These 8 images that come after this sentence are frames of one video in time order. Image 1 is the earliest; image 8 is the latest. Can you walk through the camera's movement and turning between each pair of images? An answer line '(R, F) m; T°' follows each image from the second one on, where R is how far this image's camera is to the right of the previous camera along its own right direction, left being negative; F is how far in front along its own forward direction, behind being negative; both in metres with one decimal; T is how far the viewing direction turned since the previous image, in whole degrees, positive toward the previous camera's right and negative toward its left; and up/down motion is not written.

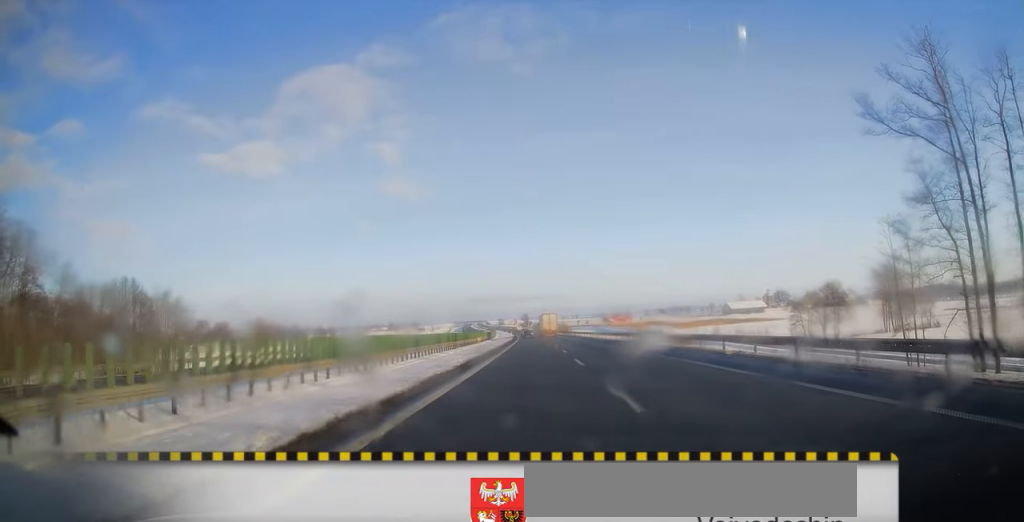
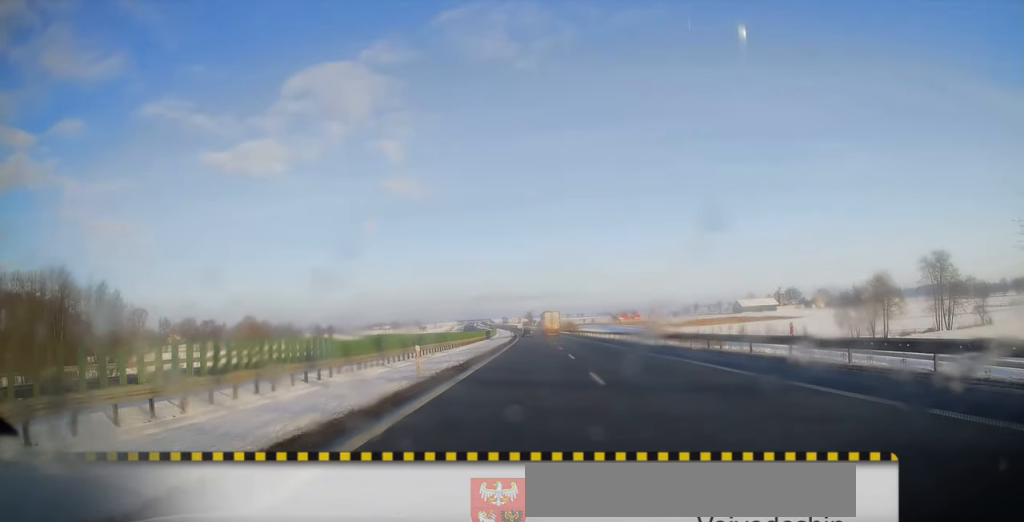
(-0.2, +19.5) m; 0°
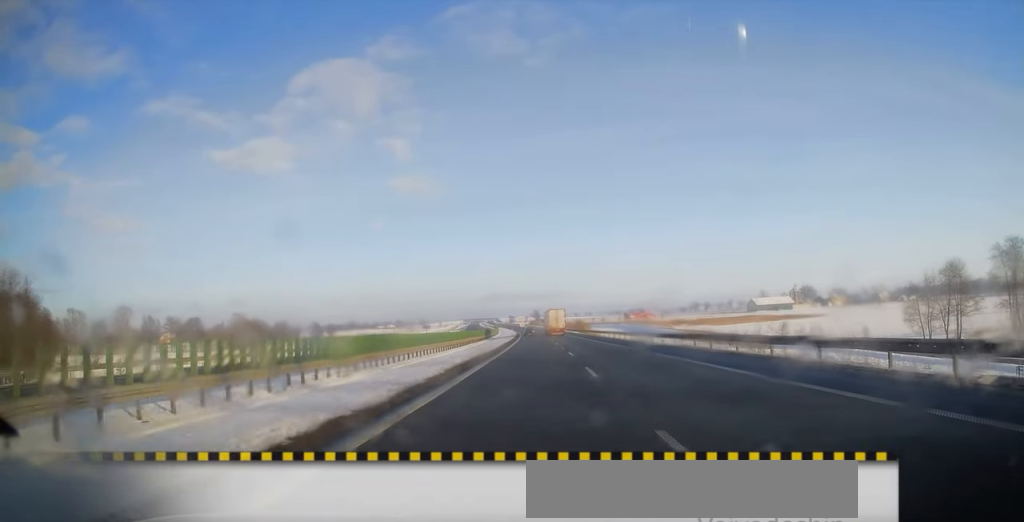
(-0.2, +21.9) m; -1°
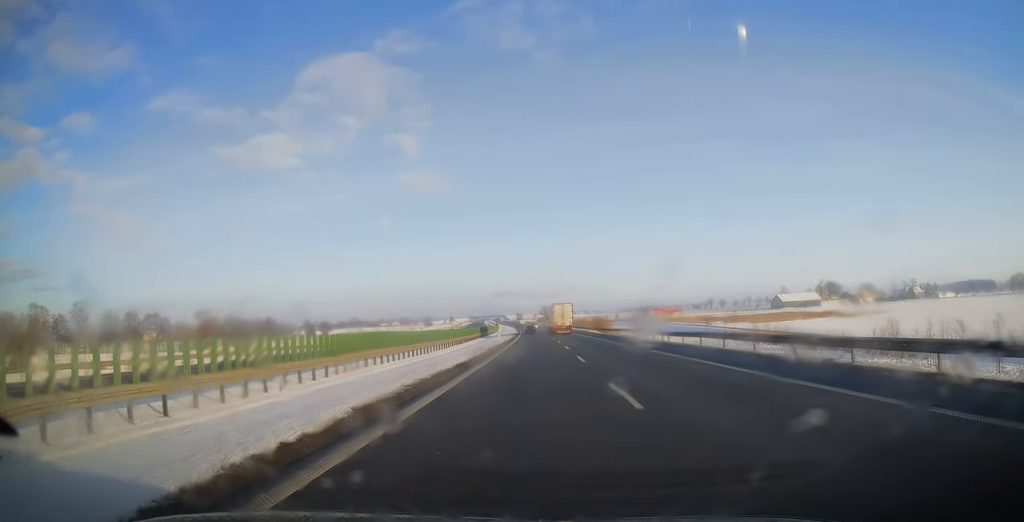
(-0.3, +41.8) m; -1°
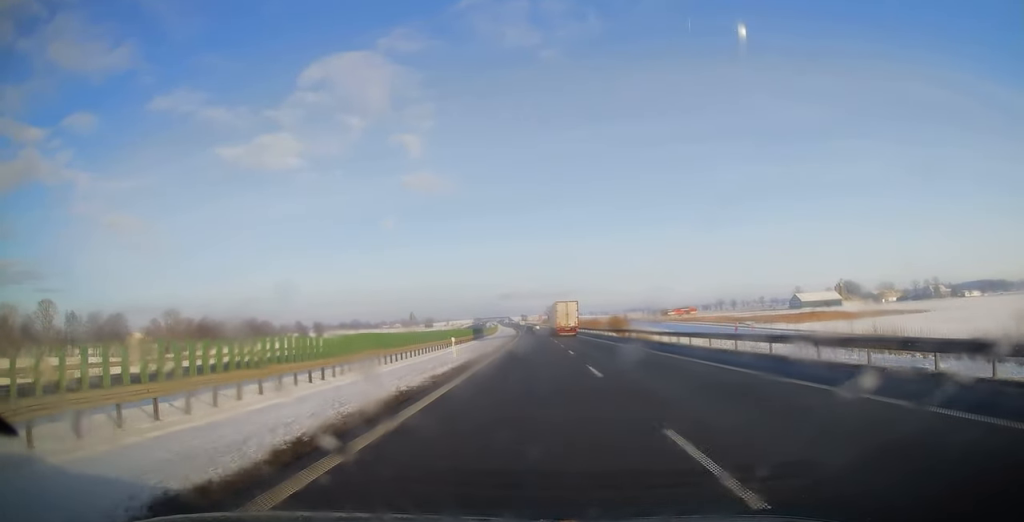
(-0.2, +29.8) m; -1°
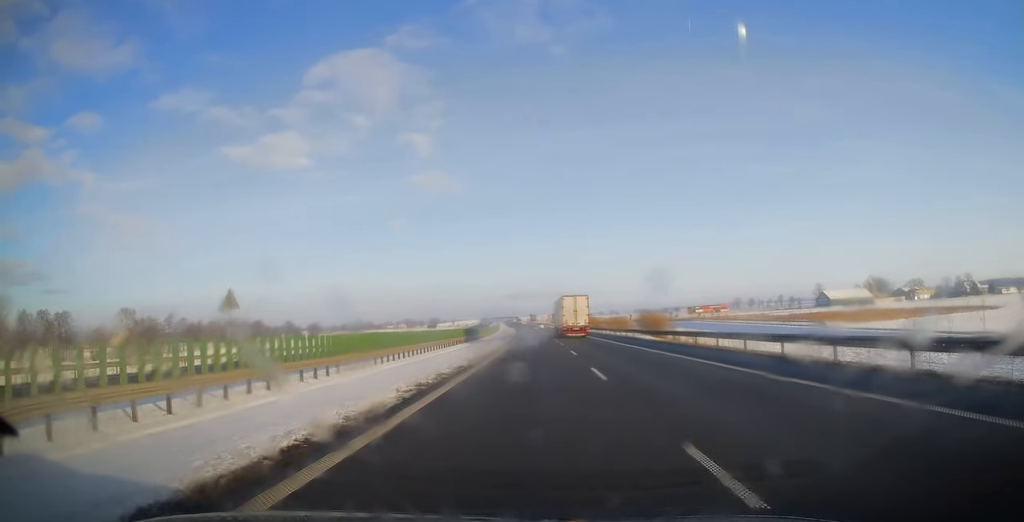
(-0.2, +36.8) m; -1°
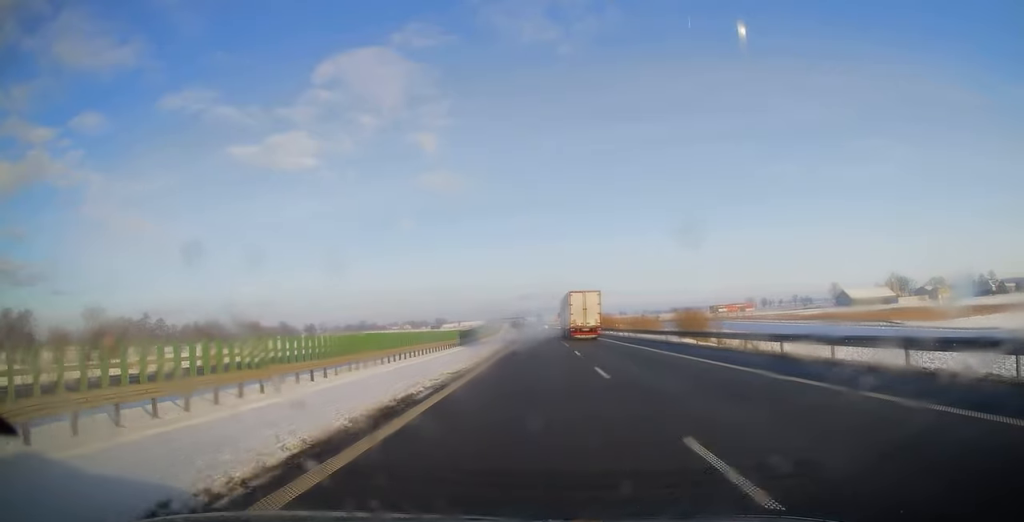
(-0.2, +23.4) m; 0°
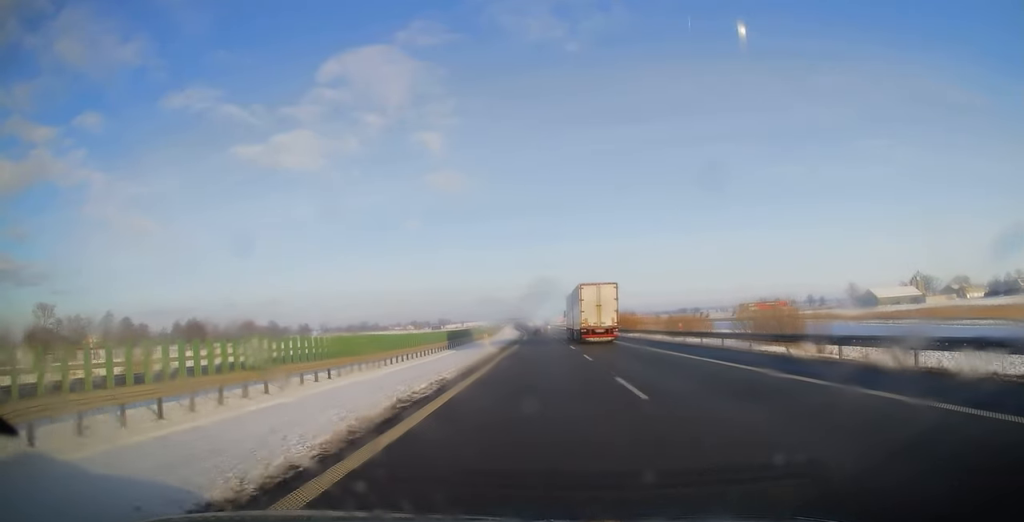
(0.0, +28.1) m; -1°
